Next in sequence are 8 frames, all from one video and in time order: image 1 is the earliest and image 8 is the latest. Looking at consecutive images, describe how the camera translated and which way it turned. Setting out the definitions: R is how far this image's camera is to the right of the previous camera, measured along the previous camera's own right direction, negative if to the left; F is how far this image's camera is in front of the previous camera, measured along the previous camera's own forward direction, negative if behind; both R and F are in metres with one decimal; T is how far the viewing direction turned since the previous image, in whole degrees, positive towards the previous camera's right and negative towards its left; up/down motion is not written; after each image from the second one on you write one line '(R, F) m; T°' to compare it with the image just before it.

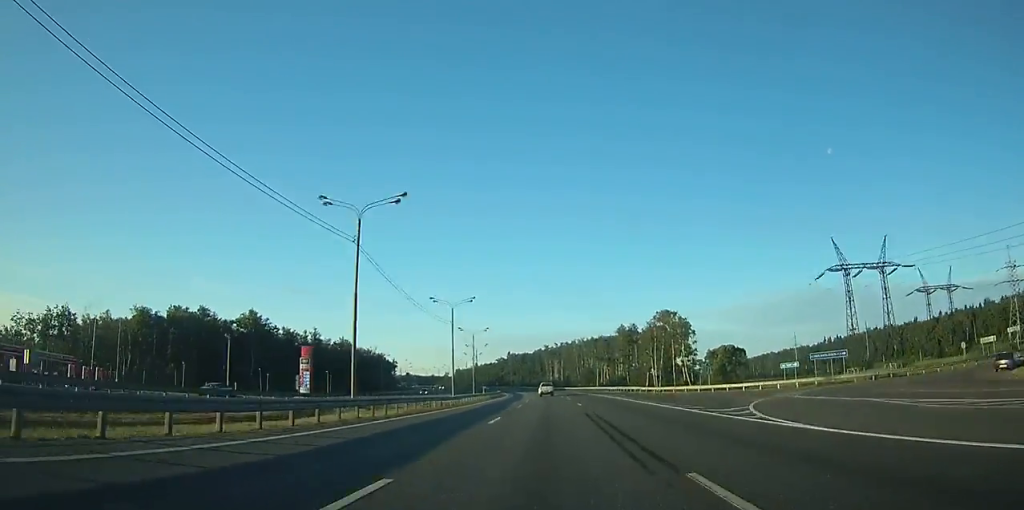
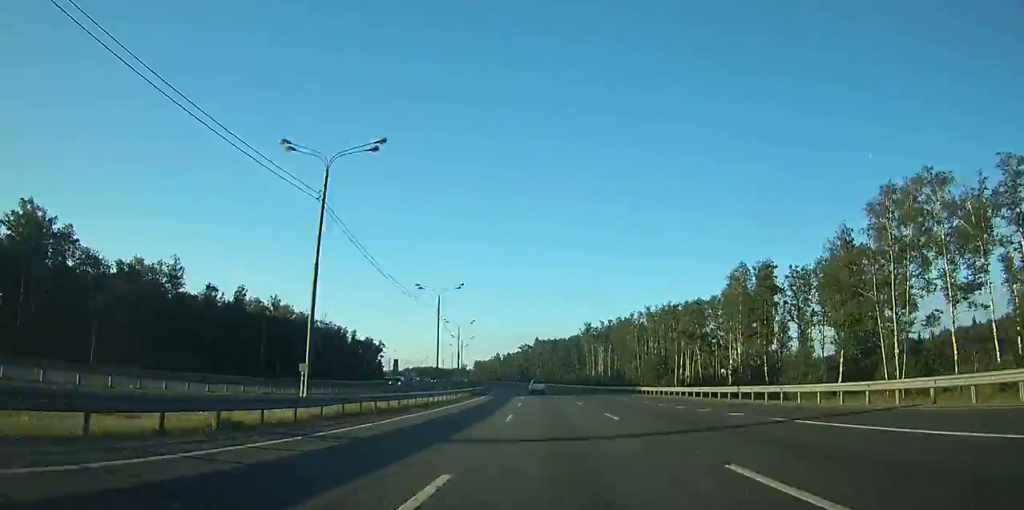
(-1.8, +97.2) m; -3°
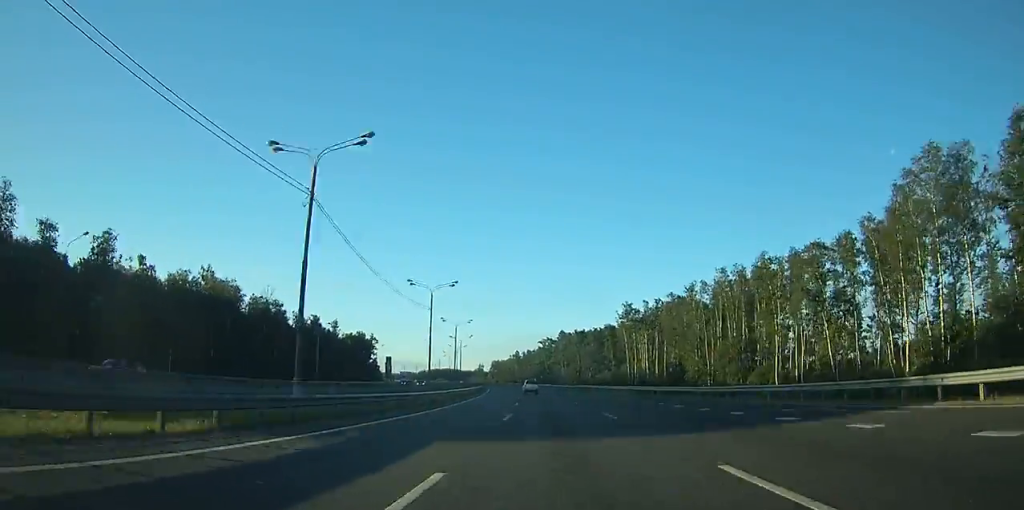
(-0.3, +48.6) m; -2°
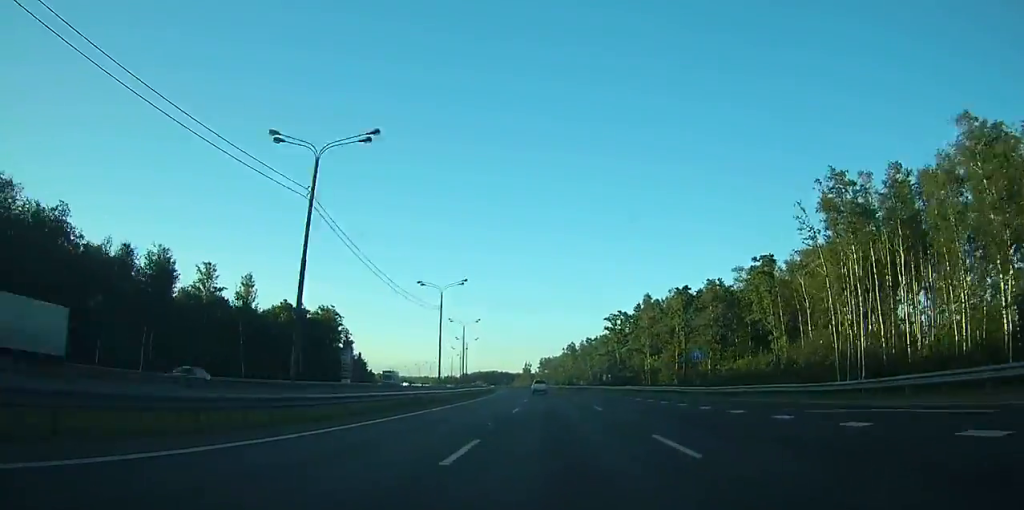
(-4.1, +89.0) m; -5°
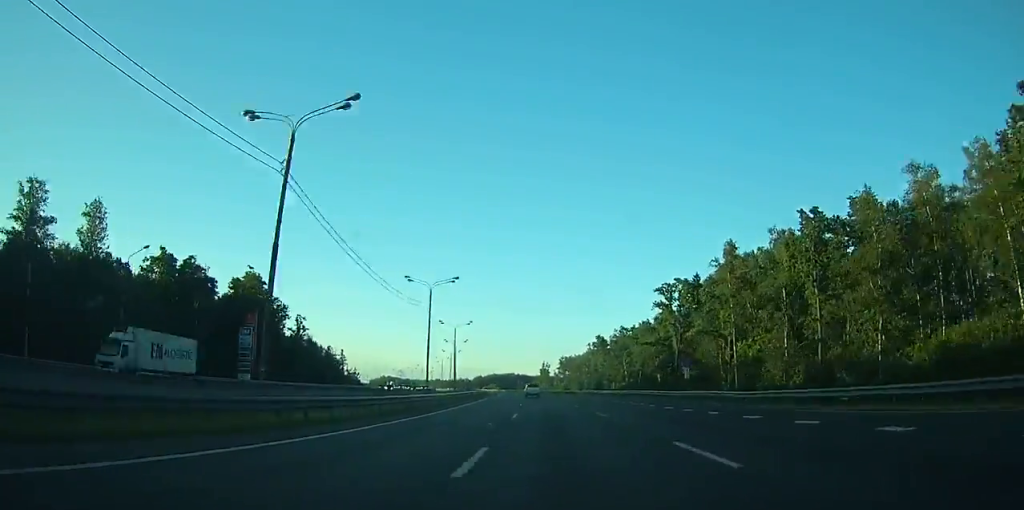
(-1.2, +46.9) m; -3°
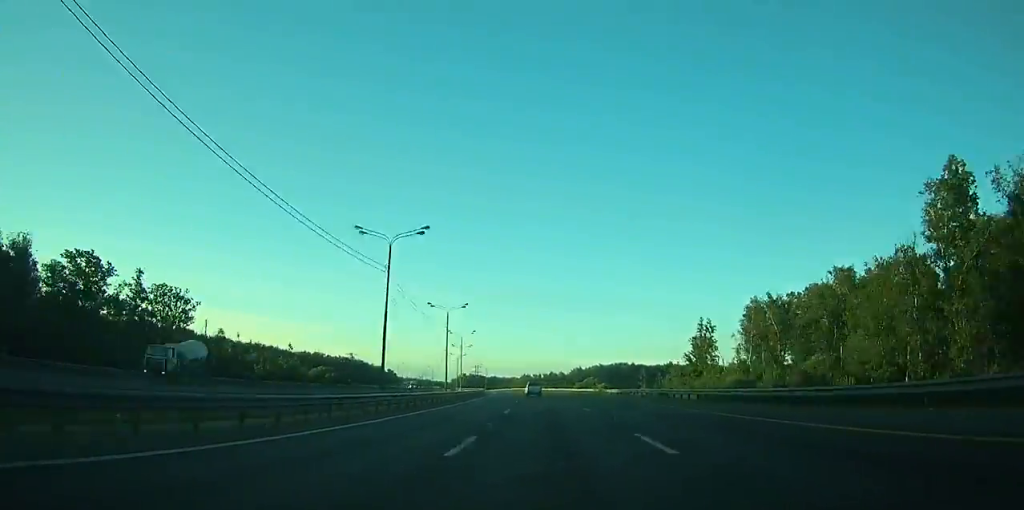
(-12.5, +151.6) m; -9°
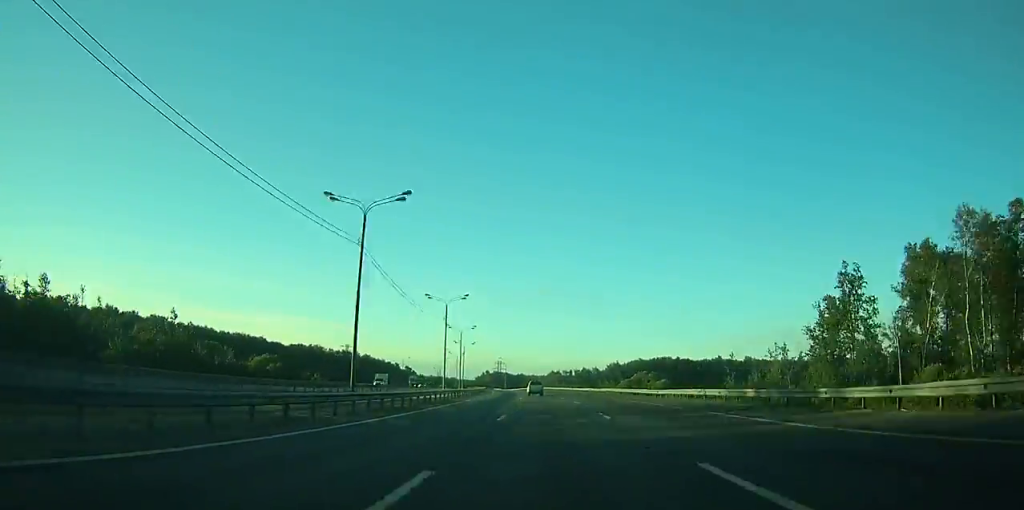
(-1.3, +53.6) m; -3°
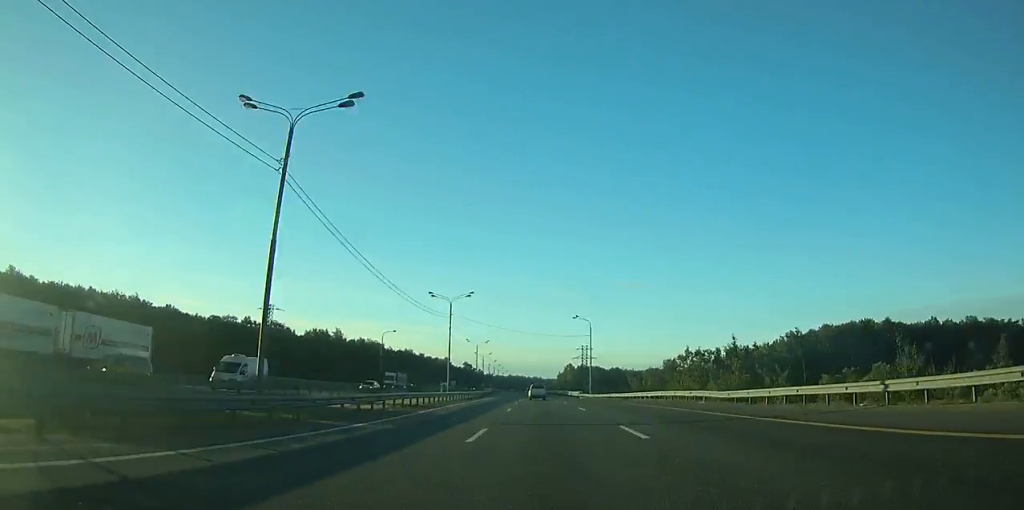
(-10.8, +152.3) m; -8°
